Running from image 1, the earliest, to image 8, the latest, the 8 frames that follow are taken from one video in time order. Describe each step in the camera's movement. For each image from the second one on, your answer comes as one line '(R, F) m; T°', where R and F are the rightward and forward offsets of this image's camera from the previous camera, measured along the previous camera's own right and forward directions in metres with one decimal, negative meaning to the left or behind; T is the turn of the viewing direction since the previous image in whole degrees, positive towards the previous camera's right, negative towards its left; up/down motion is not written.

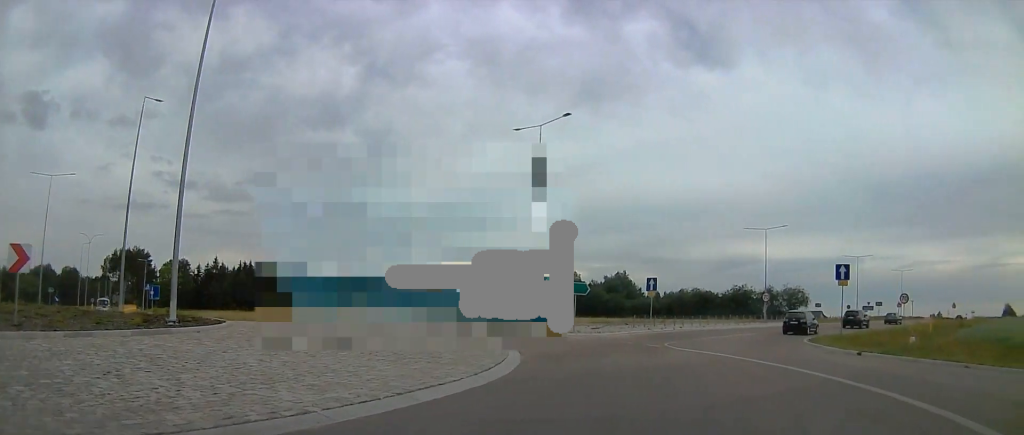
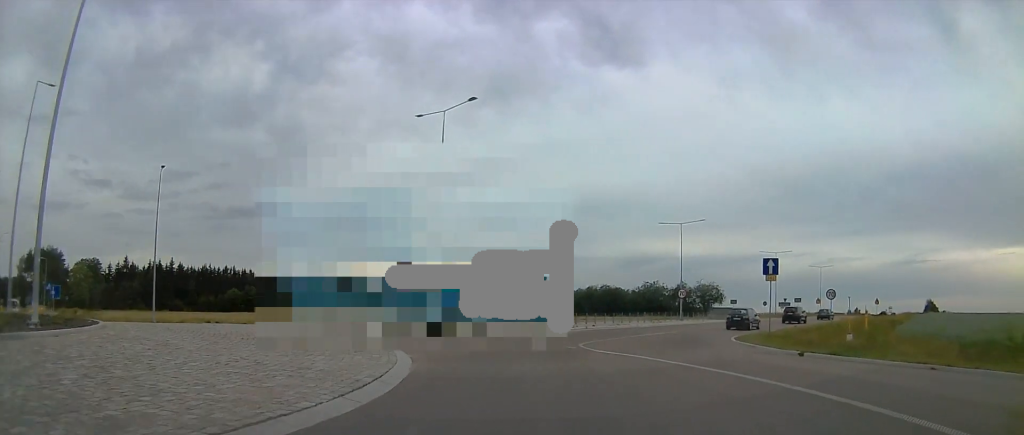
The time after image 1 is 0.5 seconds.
(+0.2, +2.7) m; +8°
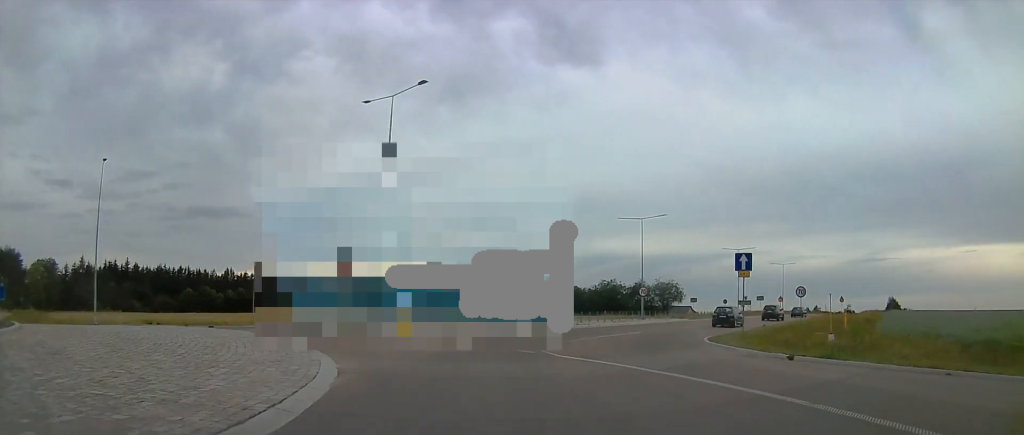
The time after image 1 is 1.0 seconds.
(-0.1, +2.6) m; +6°
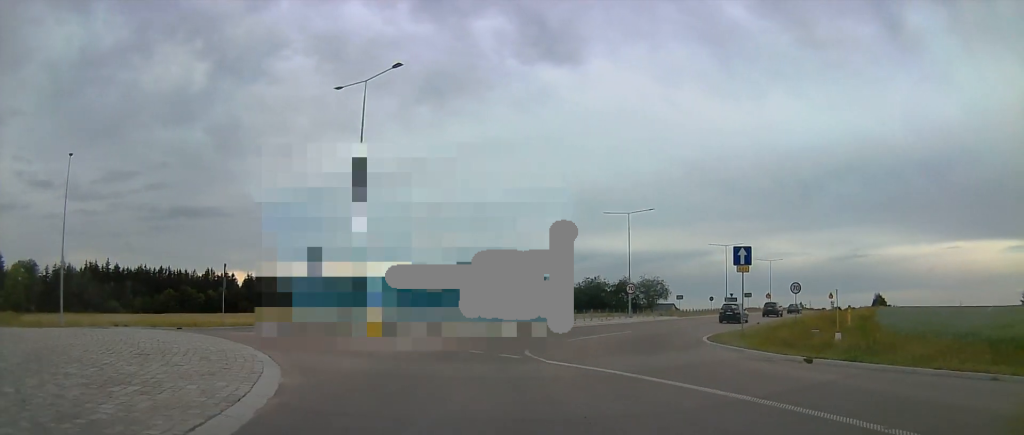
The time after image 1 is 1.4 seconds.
(0.0, +2.3) m; +3°
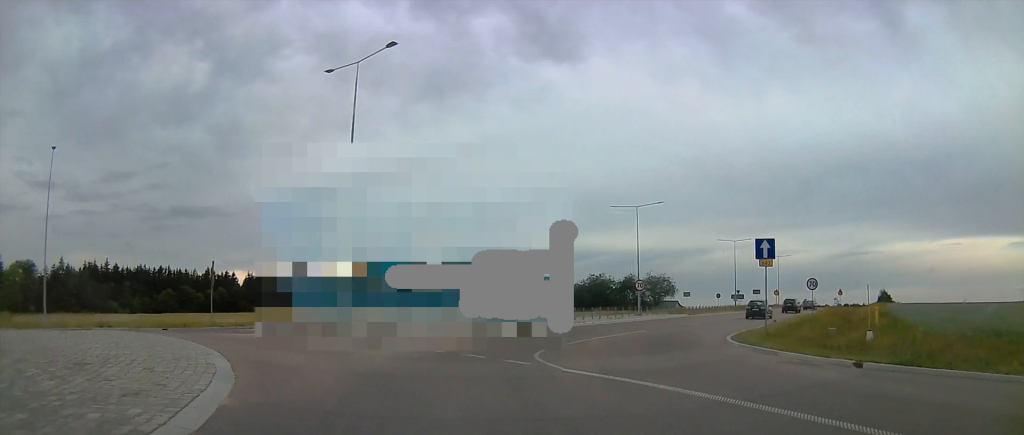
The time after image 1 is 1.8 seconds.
(+0.5, +2.5) m; -2°
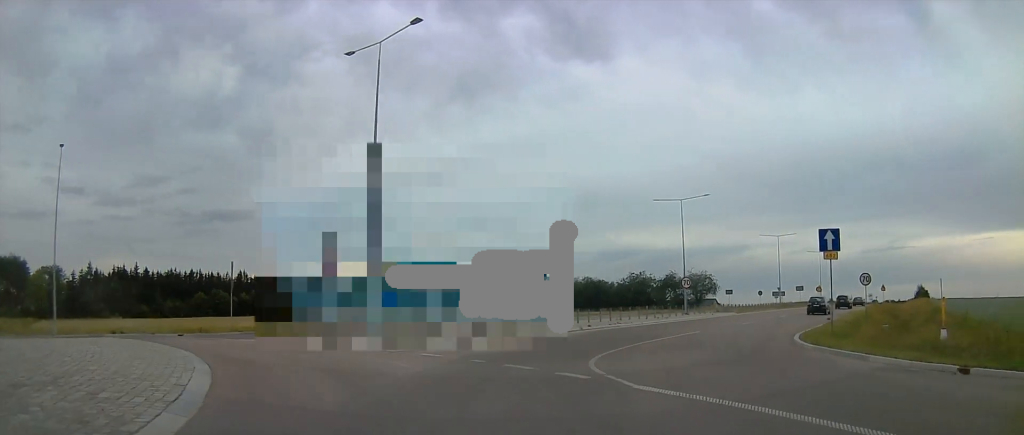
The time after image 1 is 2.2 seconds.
(+0.6, +2.7) m; -2°
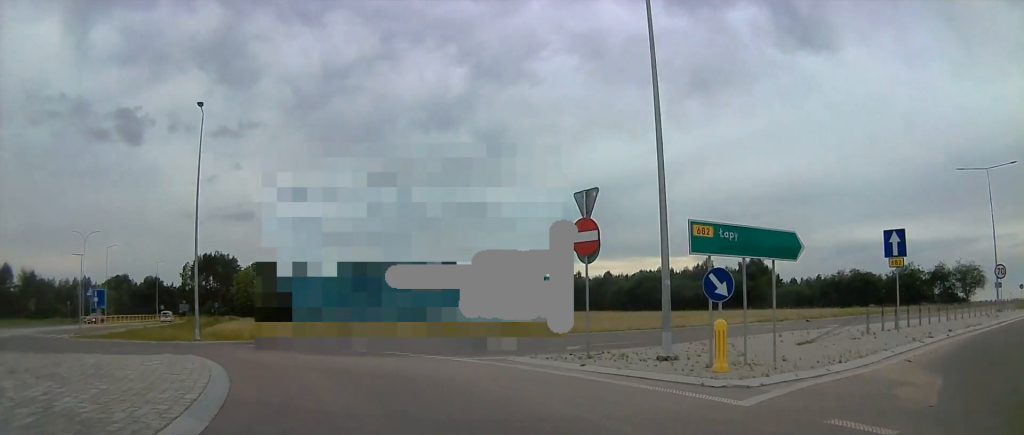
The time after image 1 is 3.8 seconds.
(-4.6, +10.4) m; -39°
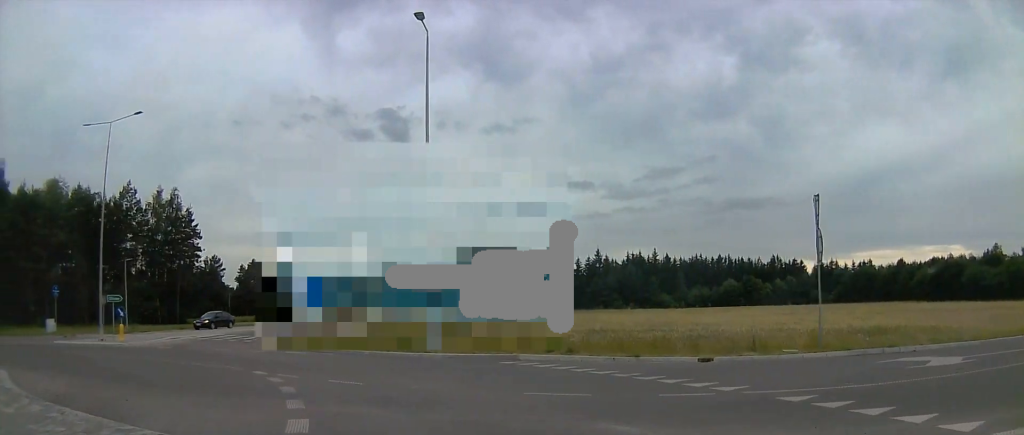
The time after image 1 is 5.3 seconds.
(-2.3, +12.5) m; -20°
